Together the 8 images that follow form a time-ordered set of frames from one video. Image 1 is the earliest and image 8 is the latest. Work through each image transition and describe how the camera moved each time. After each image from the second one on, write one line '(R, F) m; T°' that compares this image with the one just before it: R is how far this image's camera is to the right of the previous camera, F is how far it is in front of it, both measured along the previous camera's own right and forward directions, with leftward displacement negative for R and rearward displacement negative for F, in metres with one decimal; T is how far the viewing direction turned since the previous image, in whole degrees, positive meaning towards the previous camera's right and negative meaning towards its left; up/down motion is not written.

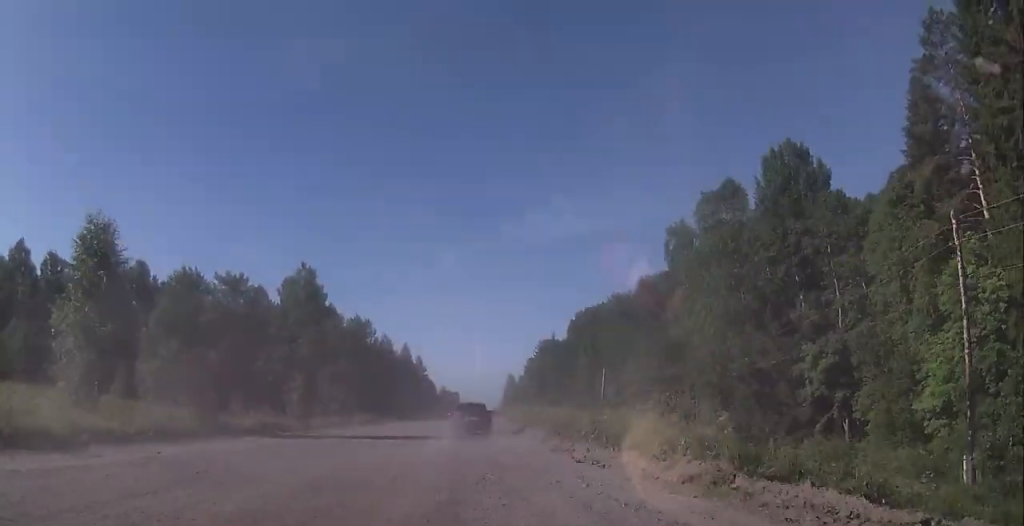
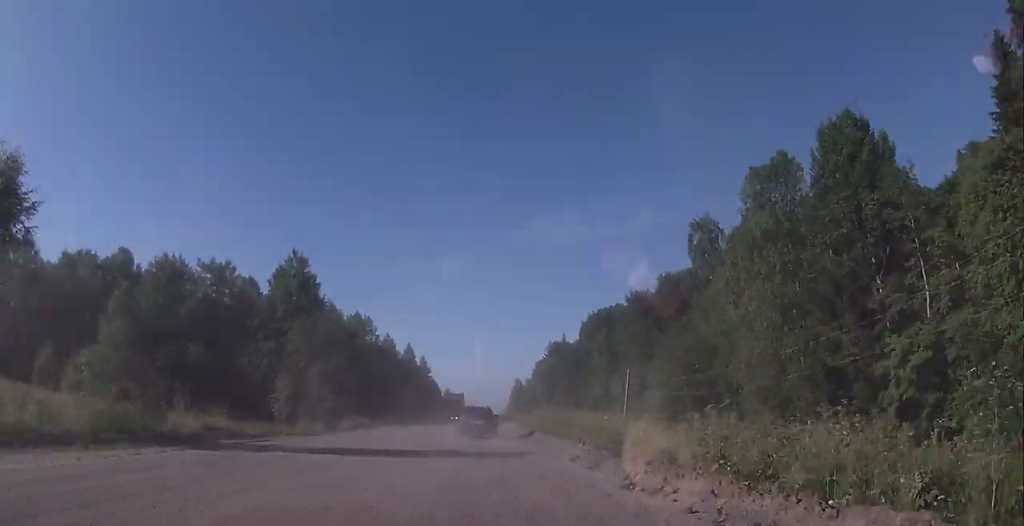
(0.0, +7.4) m; 0°
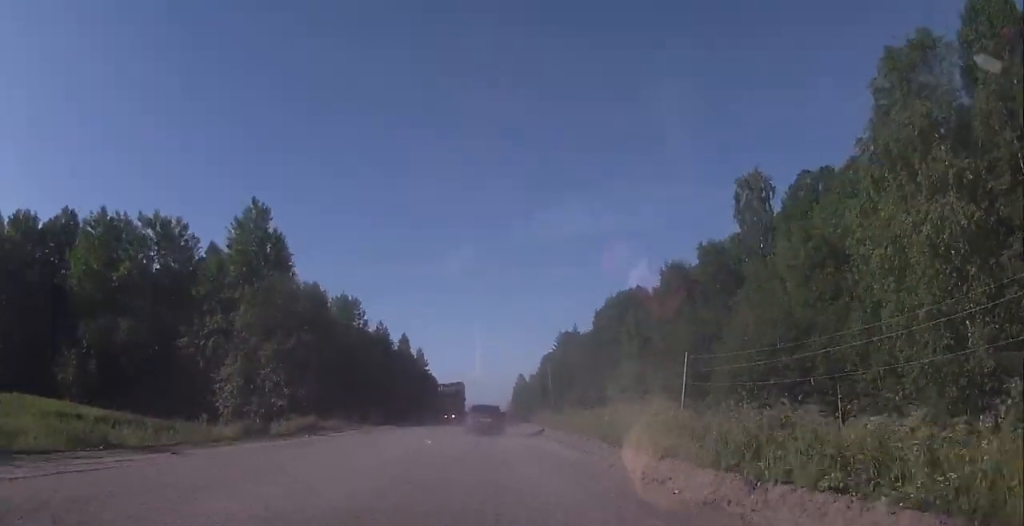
(+0.1, +15.2) m; 0°
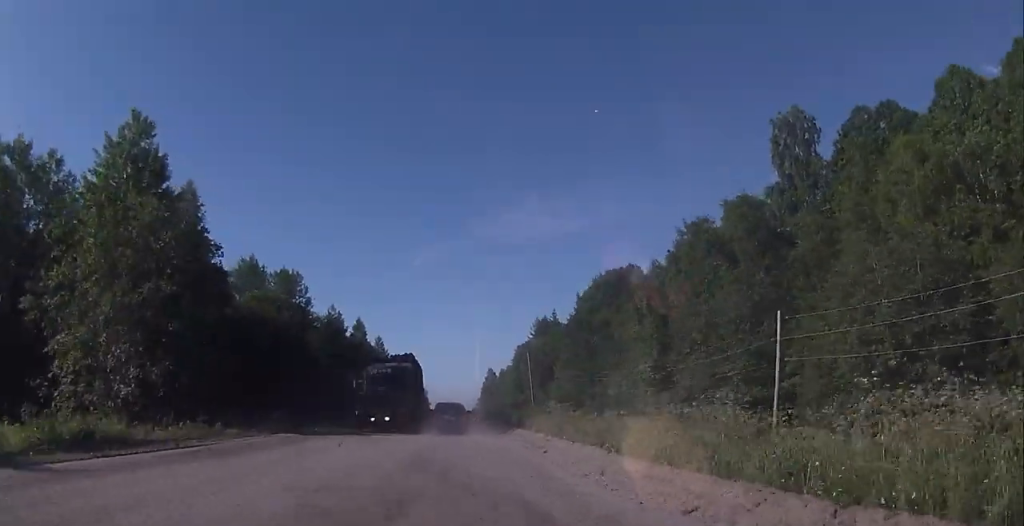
(-0.2, +17.9) m; -1°
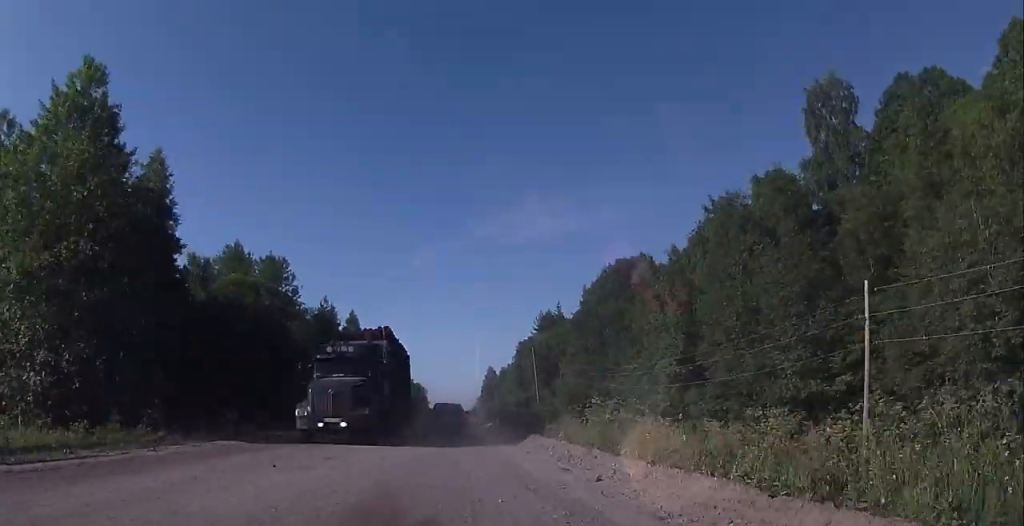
(0.0, +6.7) m; 0°
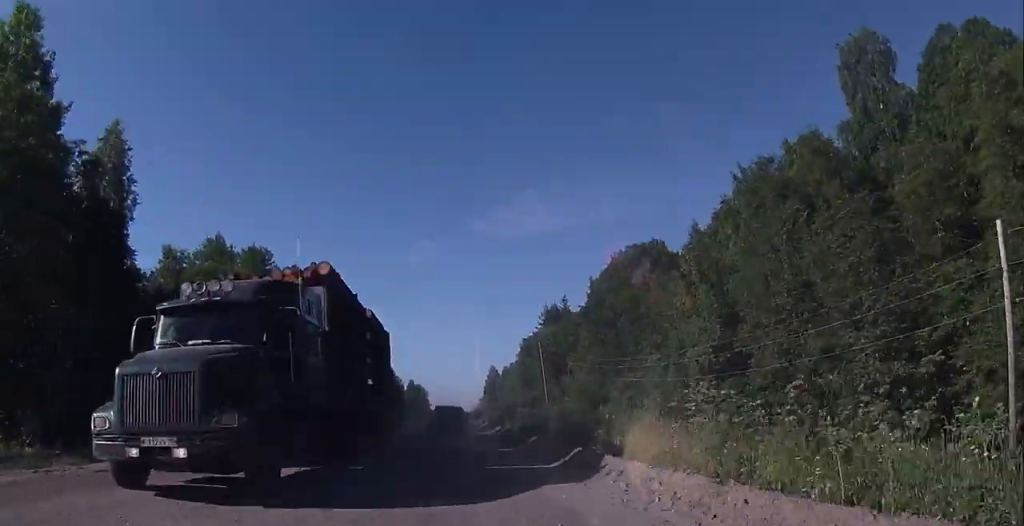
(0.0, +6.7) m; 0°
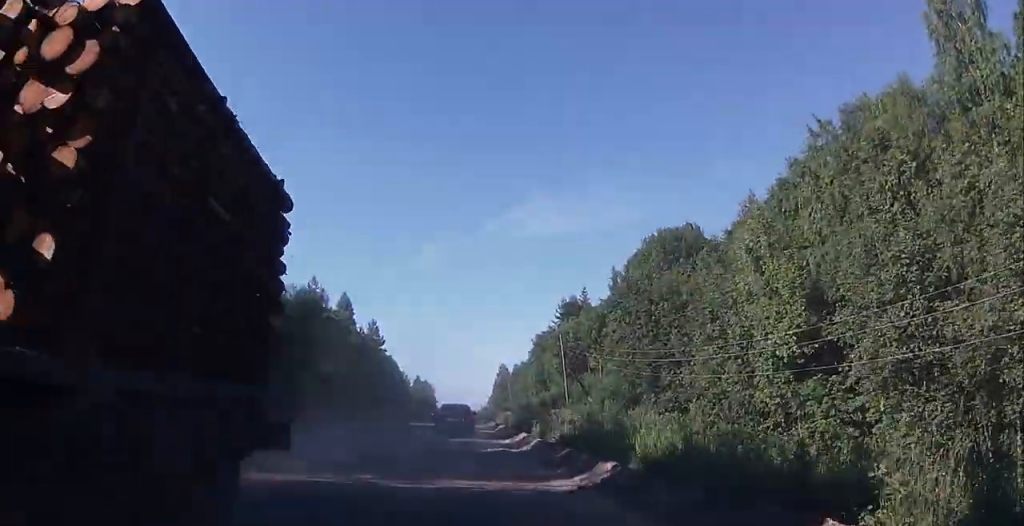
(+0.1, +9.8) m; -2°
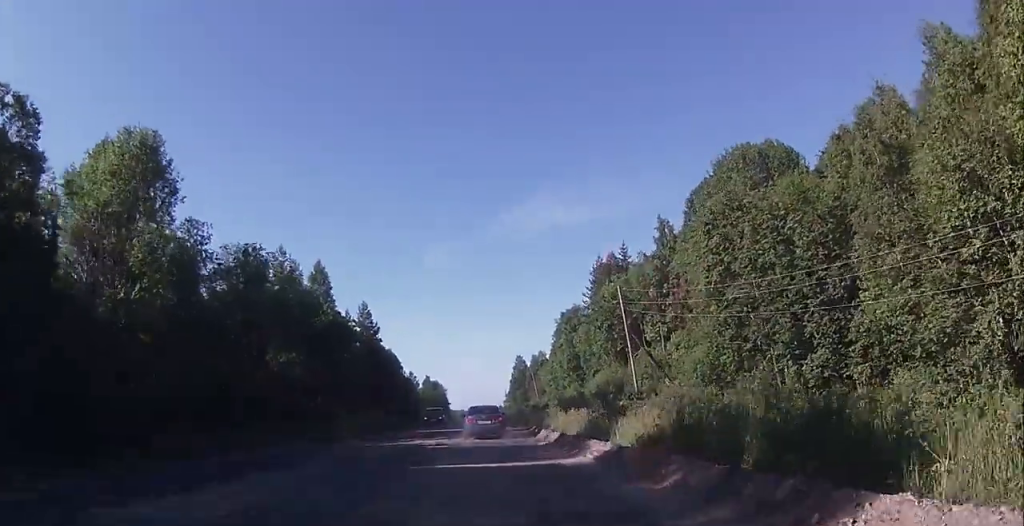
(-0.7, +23.6) m; -2°
